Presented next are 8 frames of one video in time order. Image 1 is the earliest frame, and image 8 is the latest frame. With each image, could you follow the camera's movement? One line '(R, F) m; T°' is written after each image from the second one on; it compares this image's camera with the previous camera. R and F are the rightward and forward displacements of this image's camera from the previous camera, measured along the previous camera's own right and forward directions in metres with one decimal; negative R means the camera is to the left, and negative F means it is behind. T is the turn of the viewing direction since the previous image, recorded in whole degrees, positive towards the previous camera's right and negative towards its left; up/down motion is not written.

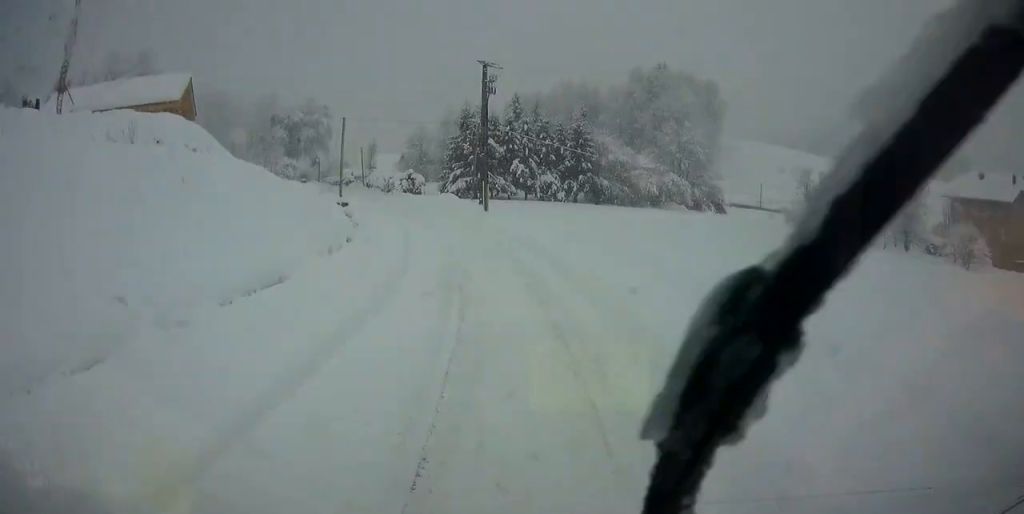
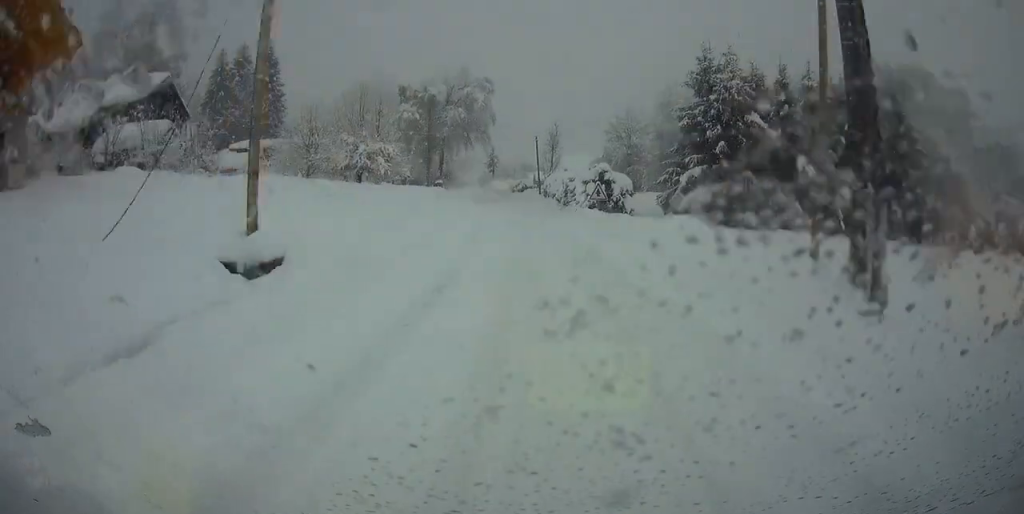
(-4.3, +37.1) m; -12°
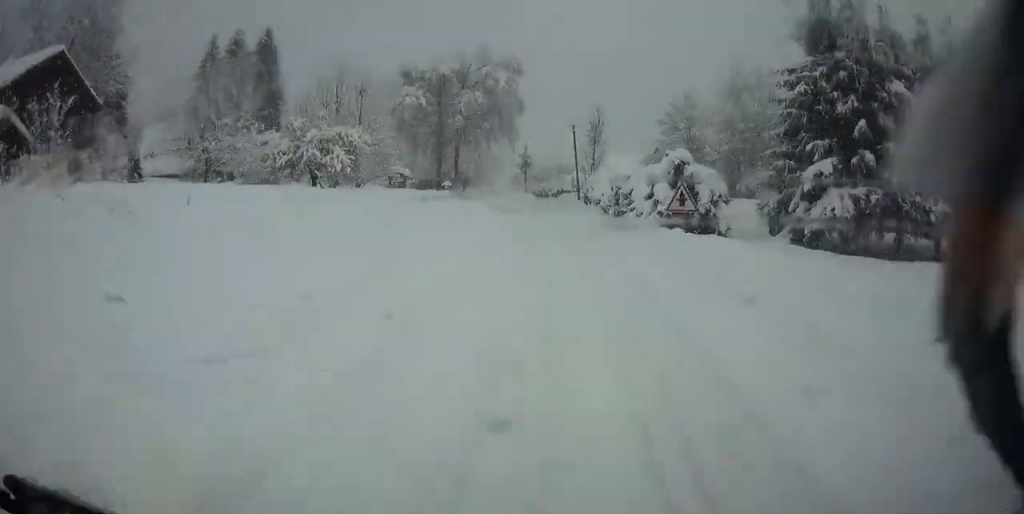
(-0.3, +14.7) m; -4°
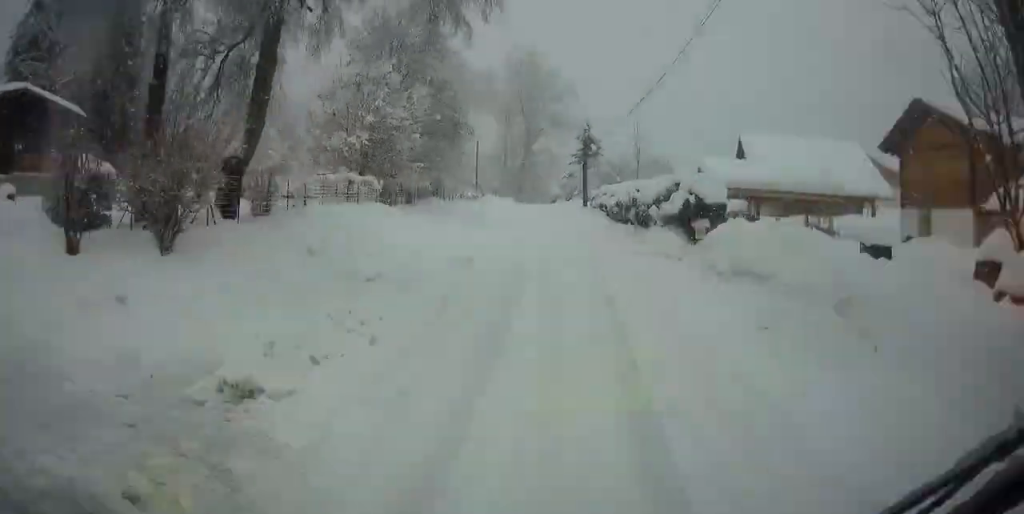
(-3.3, +46.4) m; -5°
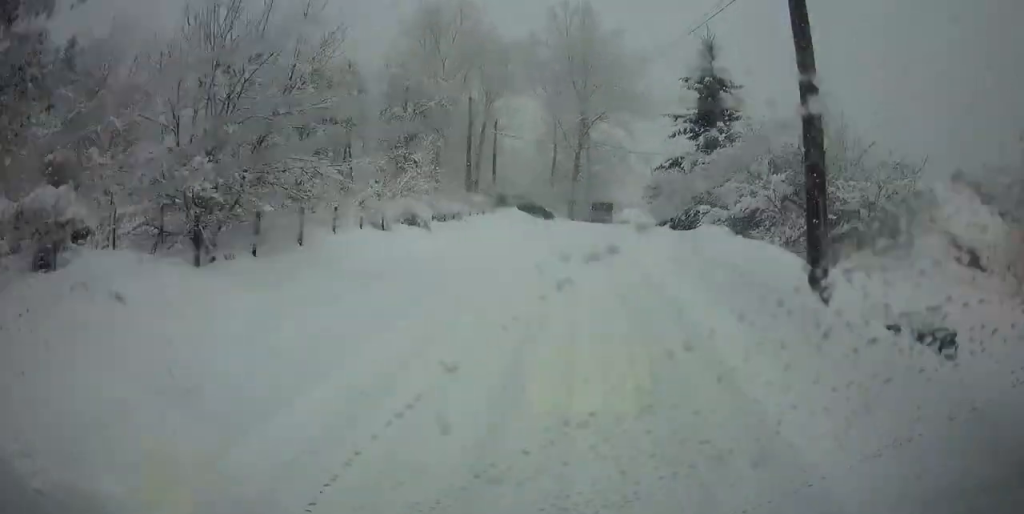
(-0.5, +32.8) m; -1°
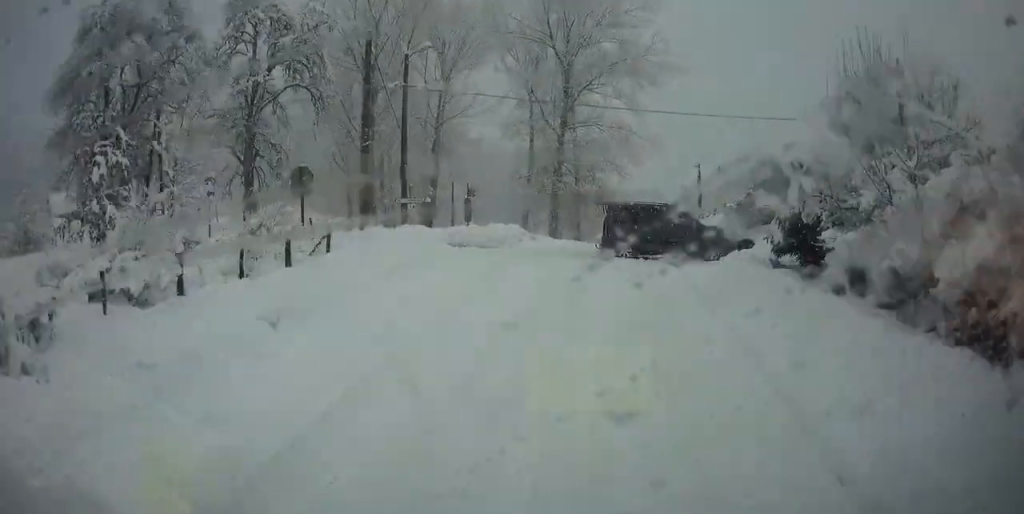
(0.0, +25.2) m; +2°
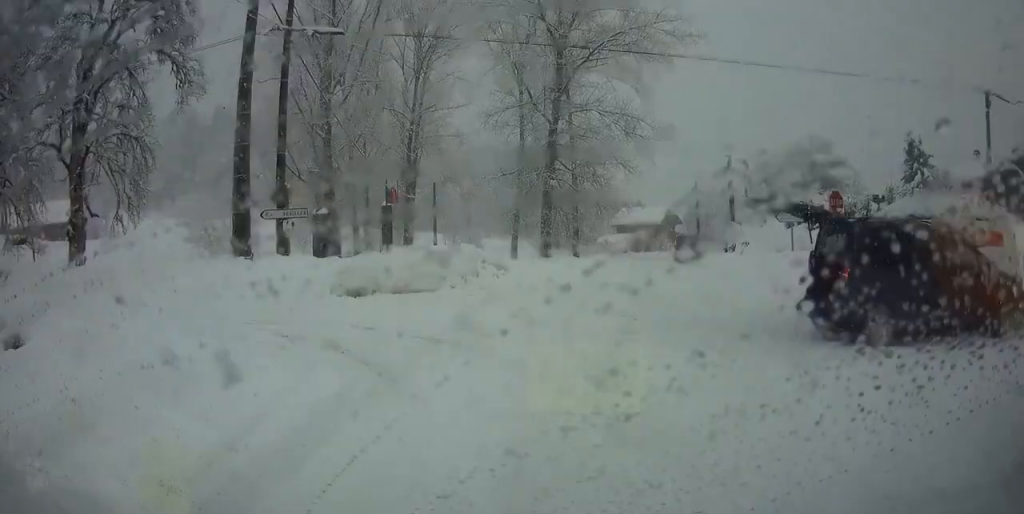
(-0.4, +15.2) m; +2°
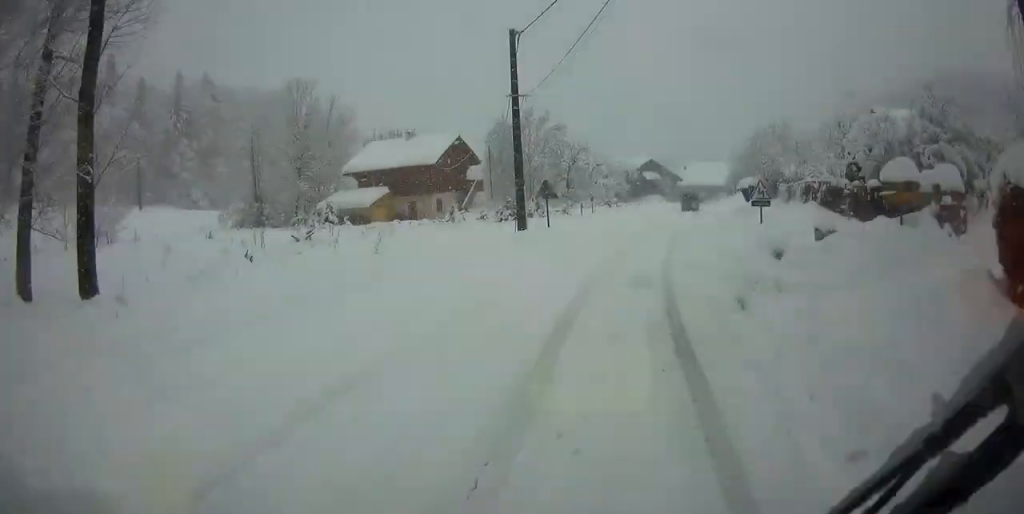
(+8.6, +64.6) m; +17°
